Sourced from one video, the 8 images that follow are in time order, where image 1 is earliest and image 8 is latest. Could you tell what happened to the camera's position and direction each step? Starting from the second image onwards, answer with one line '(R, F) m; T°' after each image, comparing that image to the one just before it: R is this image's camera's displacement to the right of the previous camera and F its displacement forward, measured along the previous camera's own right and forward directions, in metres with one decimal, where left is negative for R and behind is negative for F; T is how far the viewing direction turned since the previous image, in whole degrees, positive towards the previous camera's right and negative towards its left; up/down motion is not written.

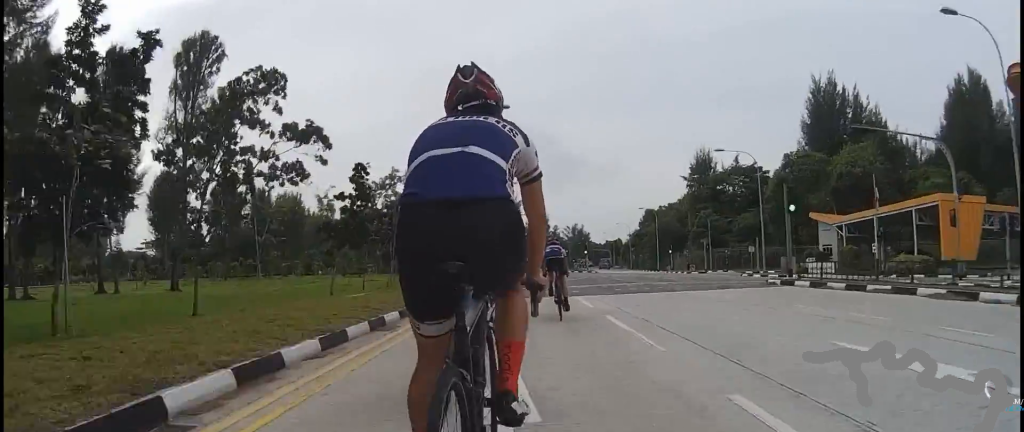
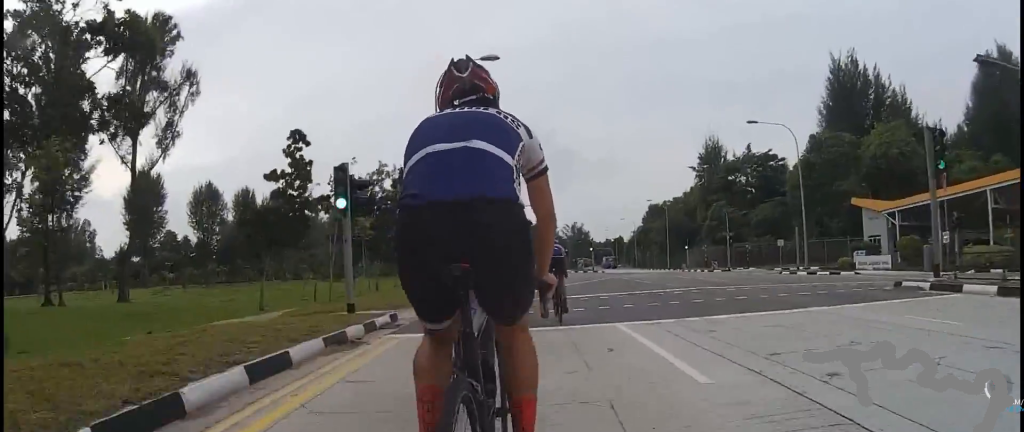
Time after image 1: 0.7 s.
(+0.2, +8.0) m; 0°
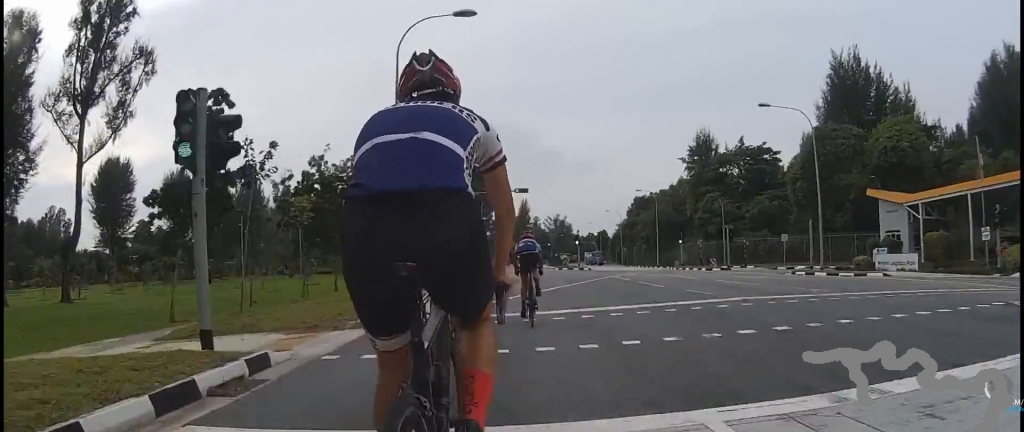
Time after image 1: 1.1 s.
(-0.2, +4.8) m; 0°
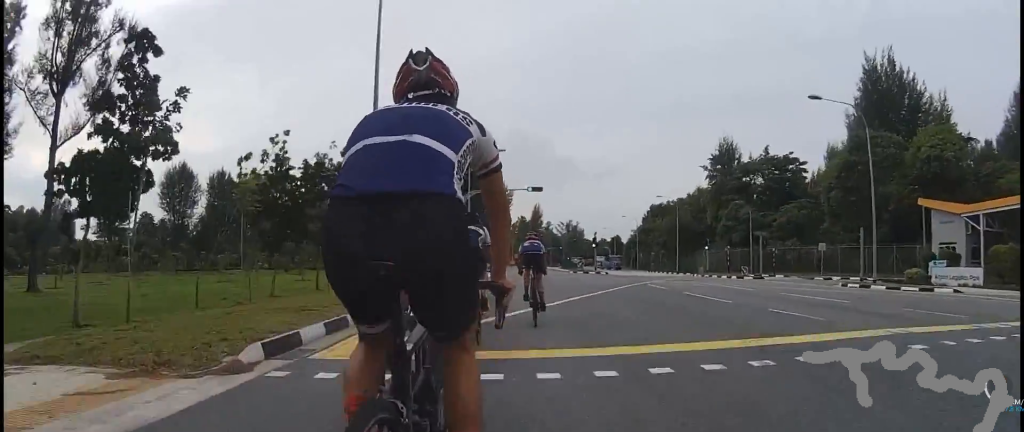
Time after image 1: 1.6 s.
(-0.2, +4.8) m; 0°
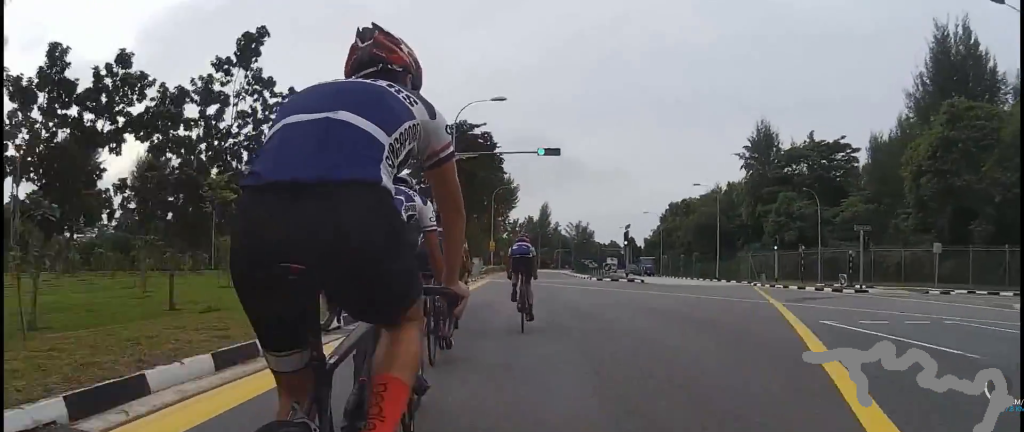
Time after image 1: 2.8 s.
(+0.3, +13.4) m; -1°
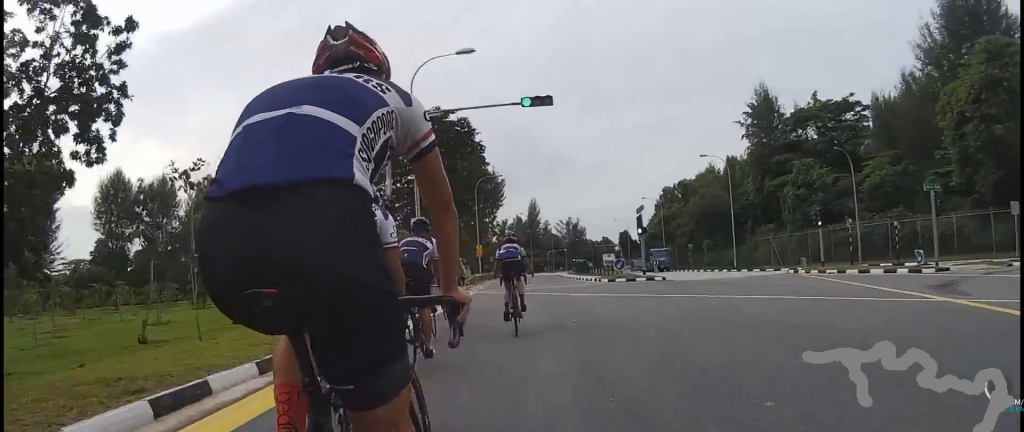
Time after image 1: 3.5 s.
(-0.2, +6.9) m; -1°
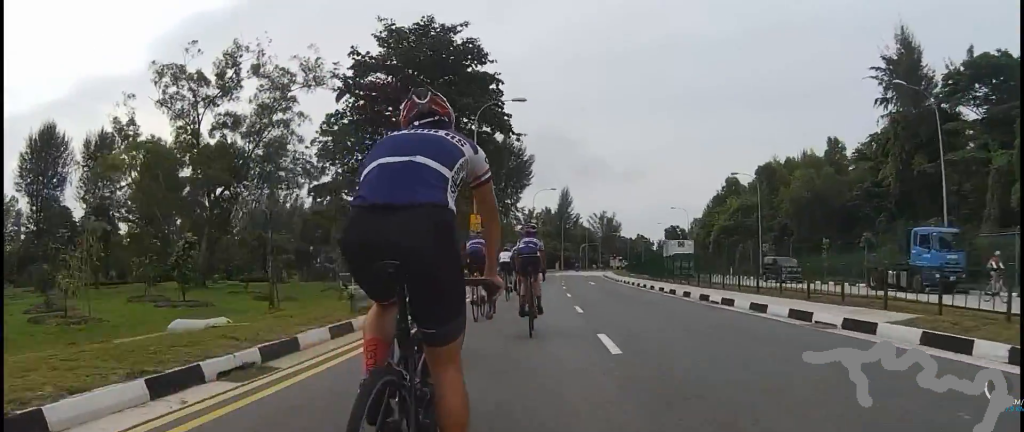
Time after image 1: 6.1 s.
(-0.2, +26.2) m; +1°
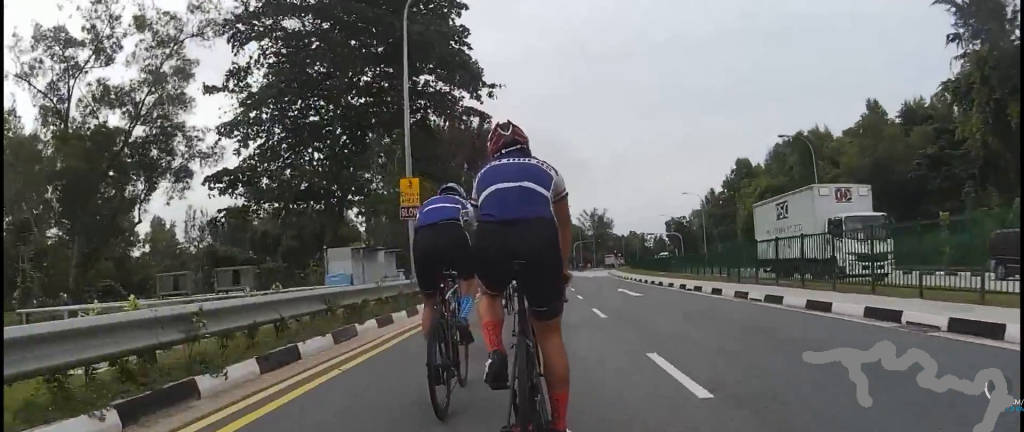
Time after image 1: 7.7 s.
(+0.5, +14.2) m; +3°
